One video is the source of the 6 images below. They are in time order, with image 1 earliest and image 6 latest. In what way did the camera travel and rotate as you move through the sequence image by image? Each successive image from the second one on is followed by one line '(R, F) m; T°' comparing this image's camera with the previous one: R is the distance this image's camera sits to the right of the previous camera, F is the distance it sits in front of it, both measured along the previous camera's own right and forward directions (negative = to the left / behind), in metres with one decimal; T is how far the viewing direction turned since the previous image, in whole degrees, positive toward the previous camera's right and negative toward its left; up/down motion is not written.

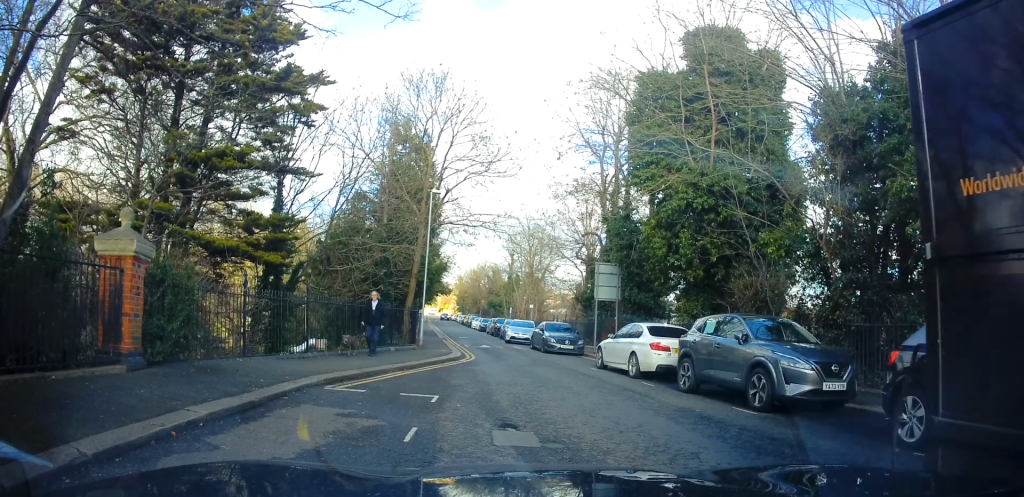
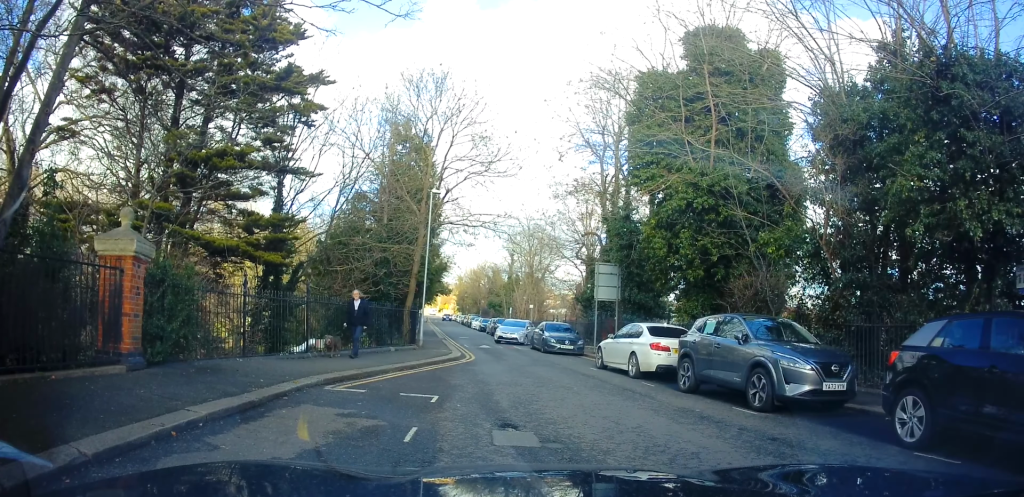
(0.0, 0.0) m; 0°
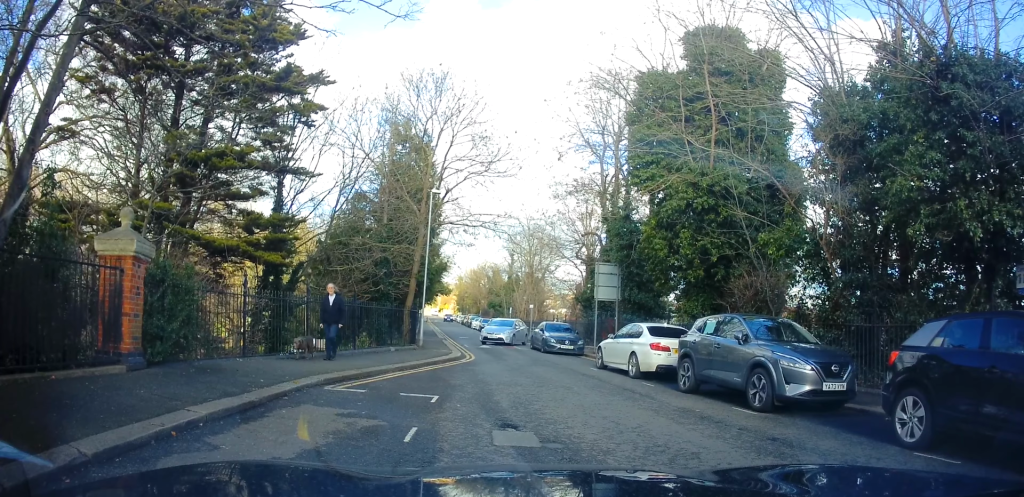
(0.0, 0.0) m; 0°
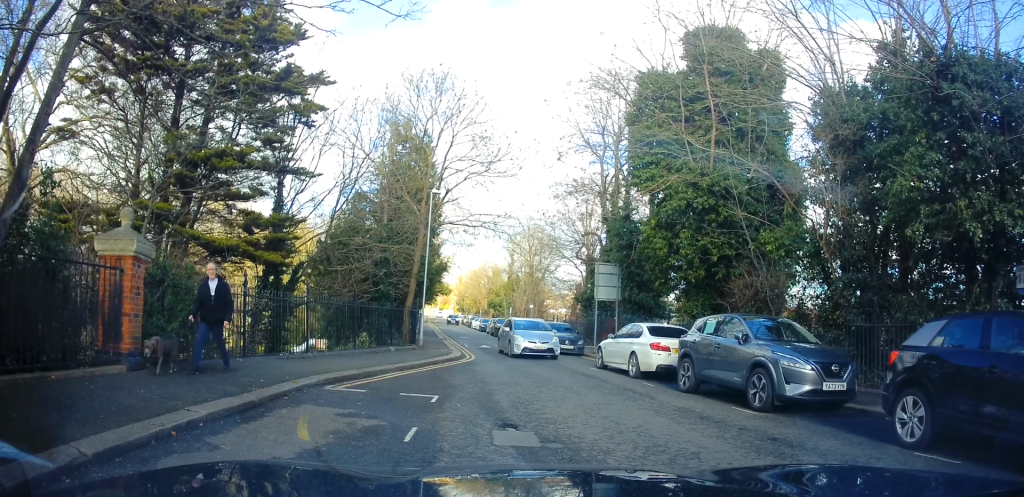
(0.0, 0.0) m; 0°
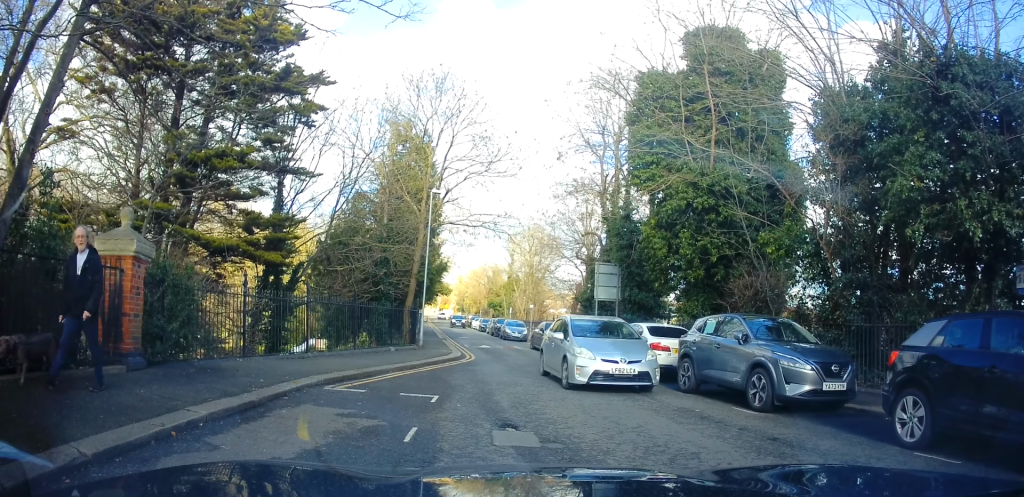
(0.0, 0.0) m; 0°
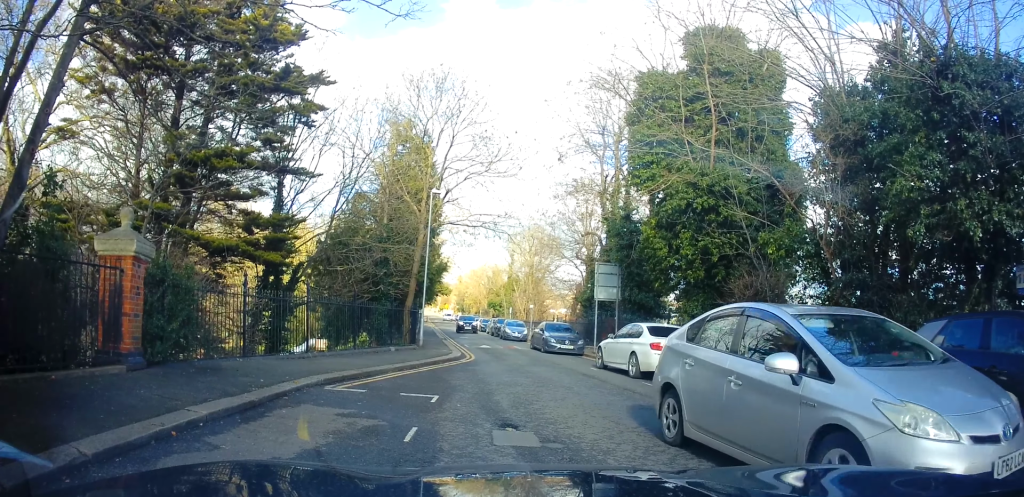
(0.0, 0.0) m; 0°
